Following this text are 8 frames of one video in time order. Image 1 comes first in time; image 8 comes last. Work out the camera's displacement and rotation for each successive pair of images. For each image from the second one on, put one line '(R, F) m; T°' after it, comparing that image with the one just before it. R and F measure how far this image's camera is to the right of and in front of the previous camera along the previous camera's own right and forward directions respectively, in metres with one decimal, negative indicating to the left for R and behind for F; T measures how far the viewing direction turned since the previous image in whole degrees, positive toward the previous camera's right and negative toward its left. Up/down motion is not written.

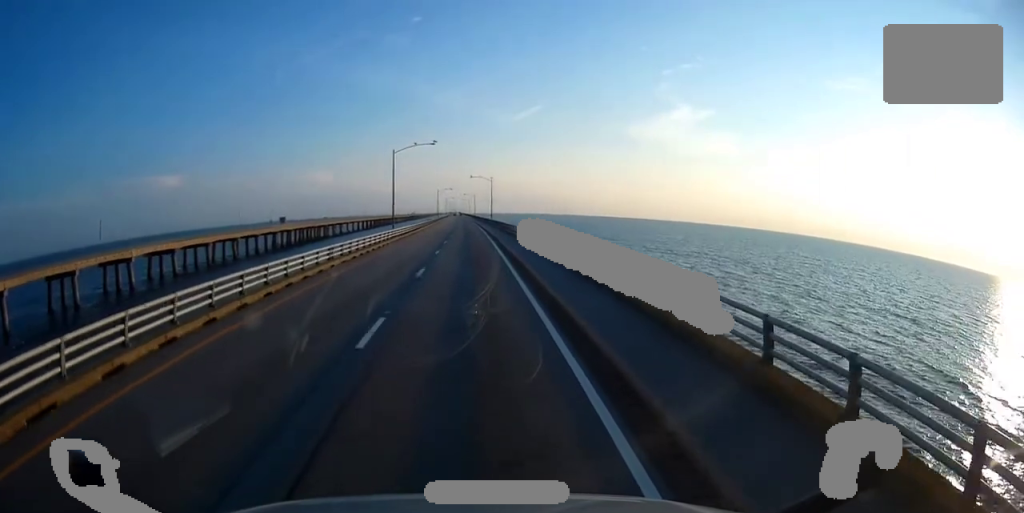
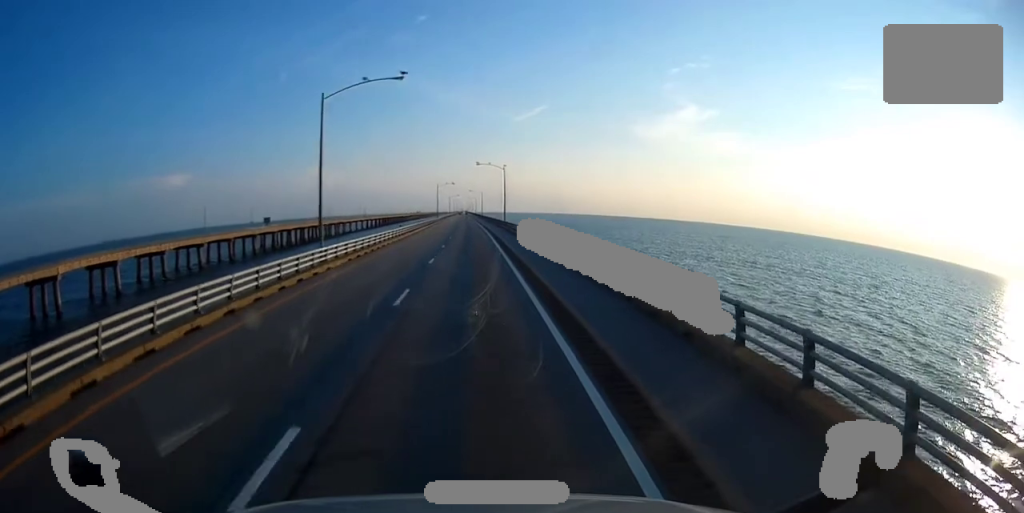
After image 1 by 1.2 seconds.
(-0.2, +31.0) m; 0°
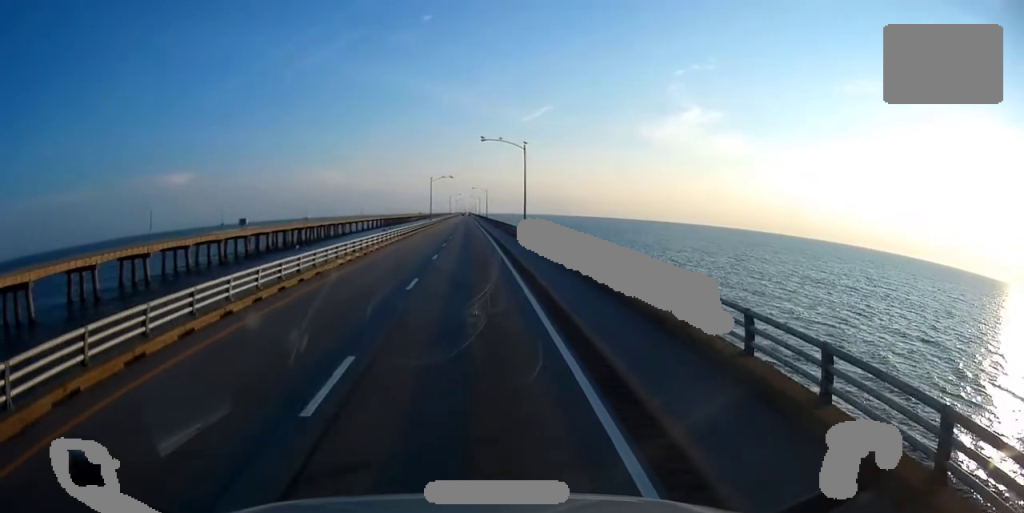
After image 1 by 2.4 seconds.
(0.0, +32.0) m; +1°
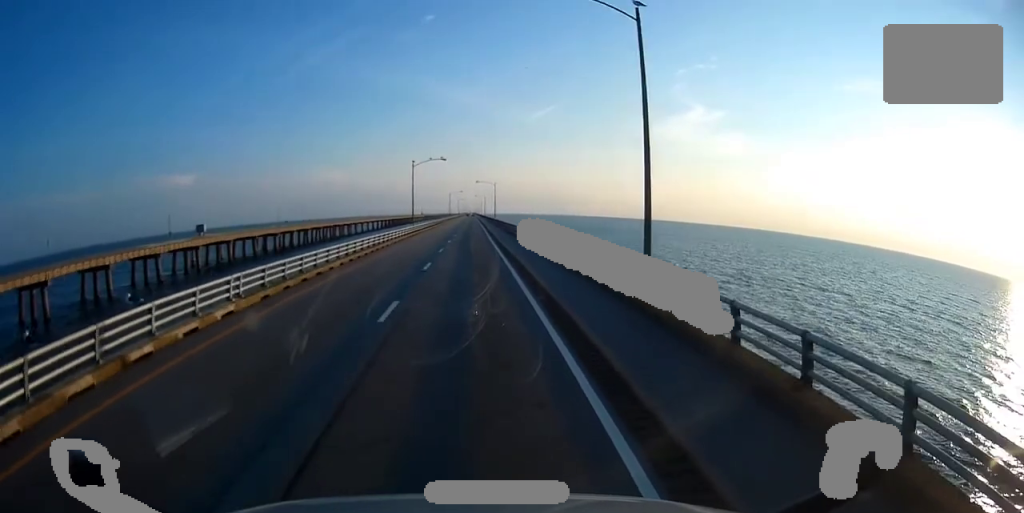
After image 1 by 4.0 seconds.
(+0.1, +41.4) m; 0°
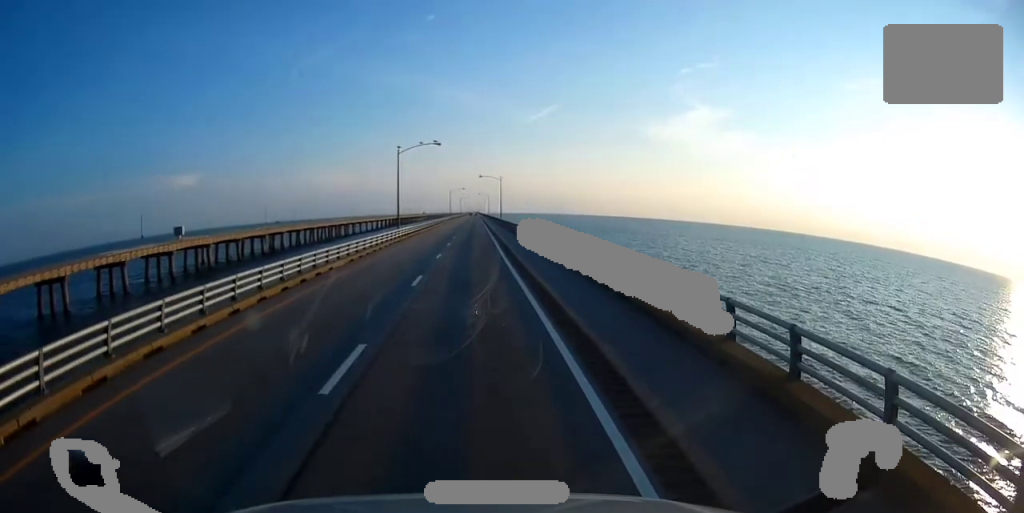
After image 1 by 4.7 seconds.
(-0.1, +17.6) m; 0°
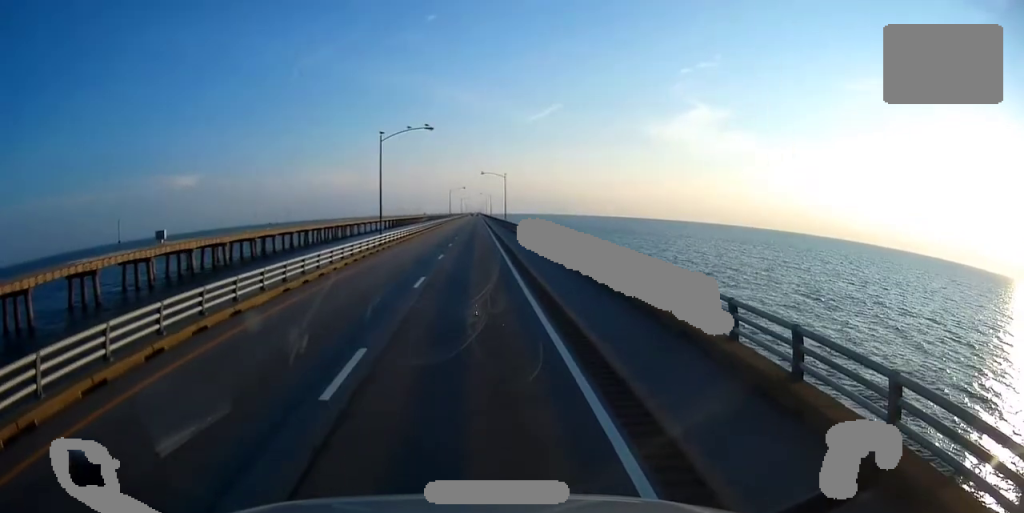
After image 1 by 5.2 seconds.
(0.0, +11.4) m; 0°
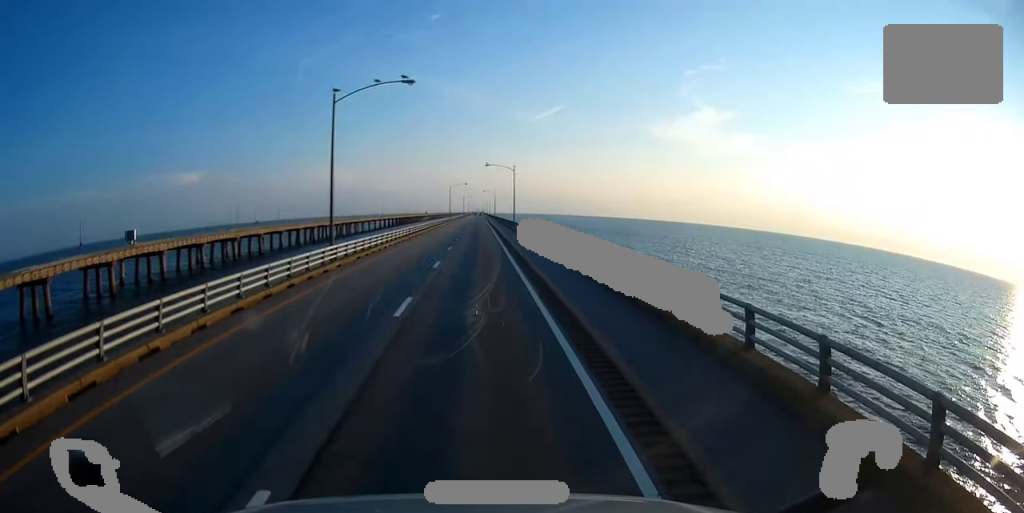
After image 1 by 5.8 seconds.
(0.0, +17.6) m; 0°
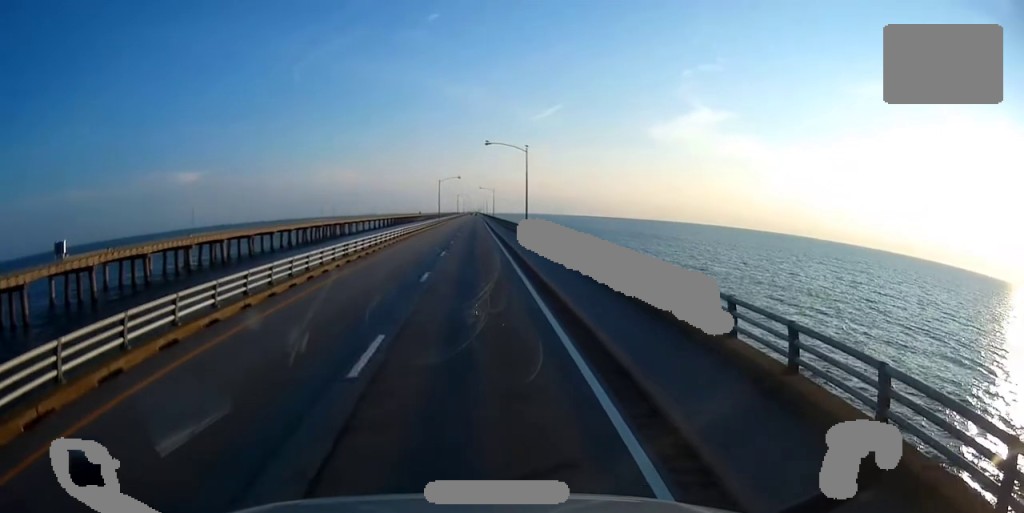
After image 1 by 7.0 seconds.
(-0.1, +29.1) m; 0°
